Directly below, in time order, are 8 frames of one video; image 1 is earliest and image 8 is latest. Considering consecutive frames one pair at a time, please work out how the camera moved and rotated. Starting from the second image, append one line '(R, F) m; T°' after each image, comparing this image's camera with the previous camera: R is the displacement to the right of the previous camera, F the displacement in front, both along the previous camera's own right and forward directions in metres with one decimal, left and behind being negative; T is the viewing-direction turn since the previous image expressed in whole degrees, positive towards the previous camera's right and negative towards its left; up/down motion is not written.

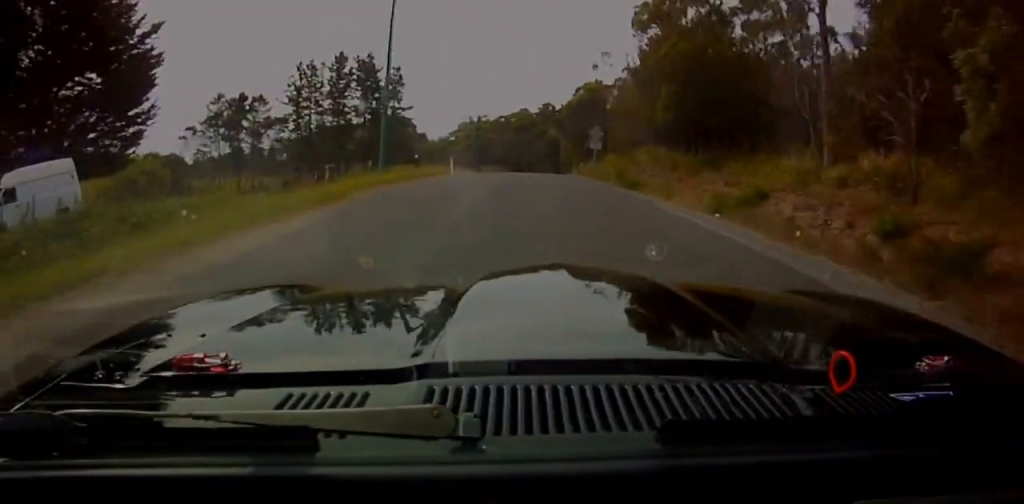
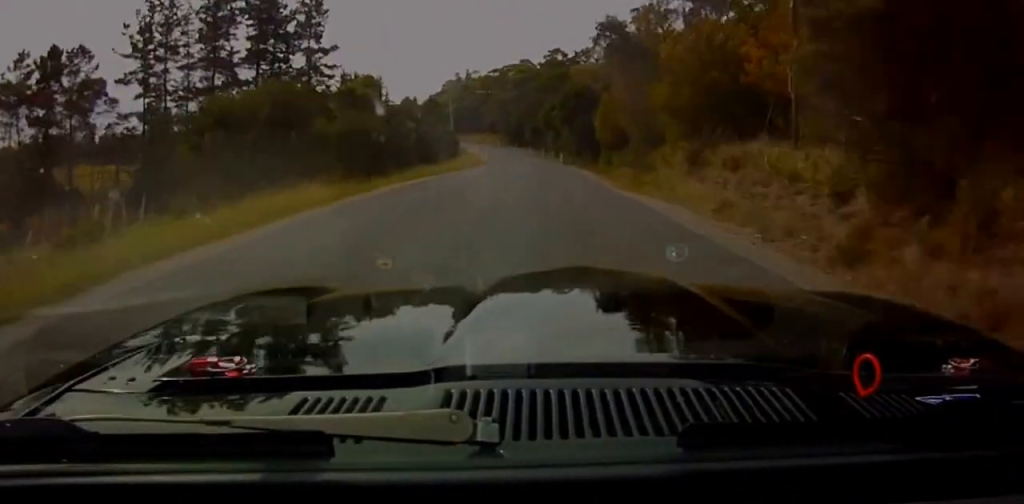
(-4.8, +44.4) m; -8°
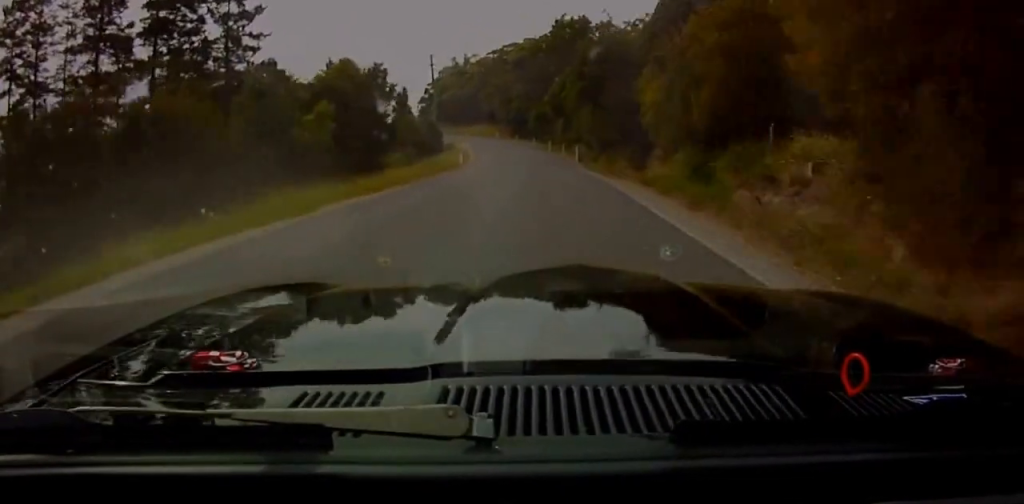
(0.0, +21.9) m; -2°
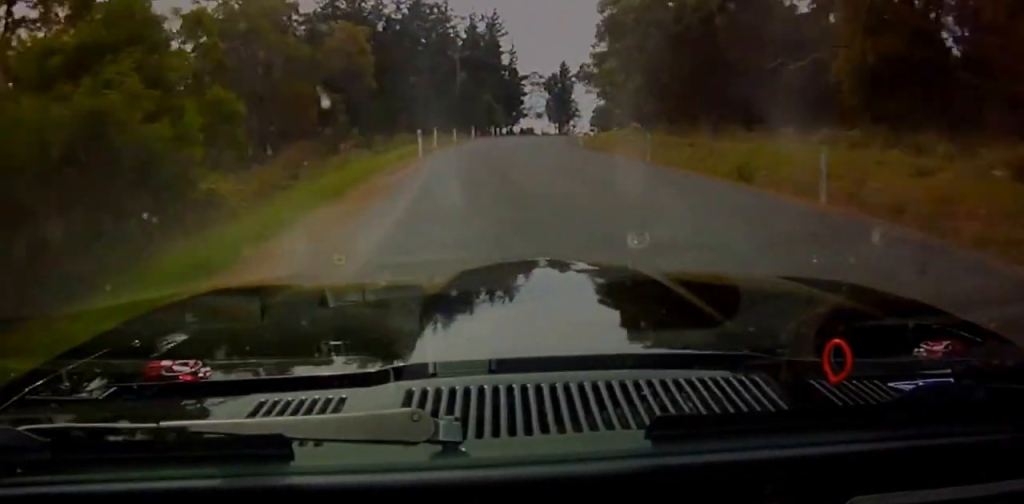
(-5.7, +99.6) m; -3°
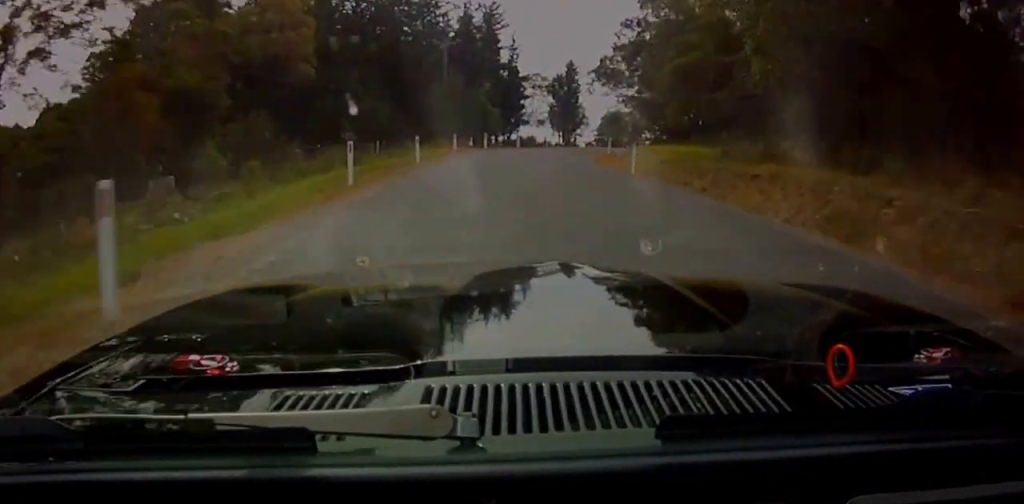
(0.0, +19.3) m; 0°
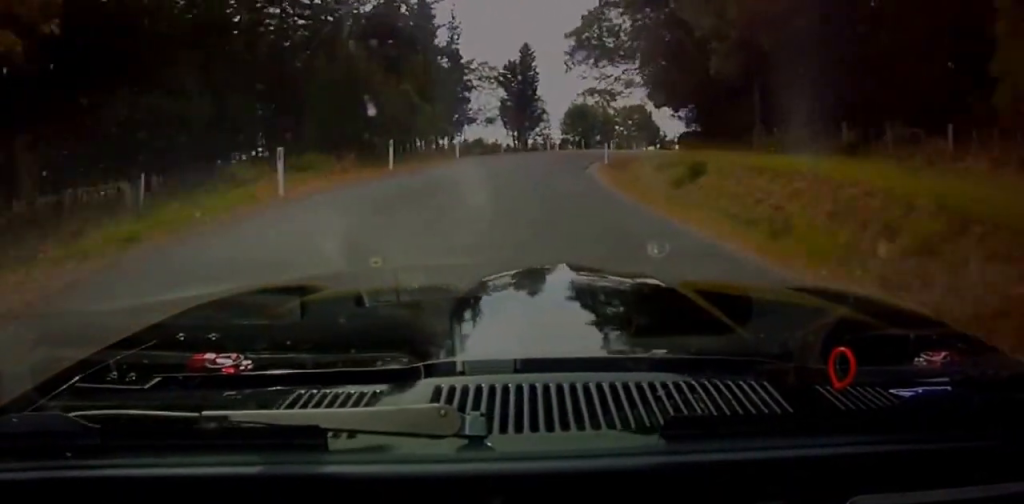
(-0.1, +22.2) m; 0°
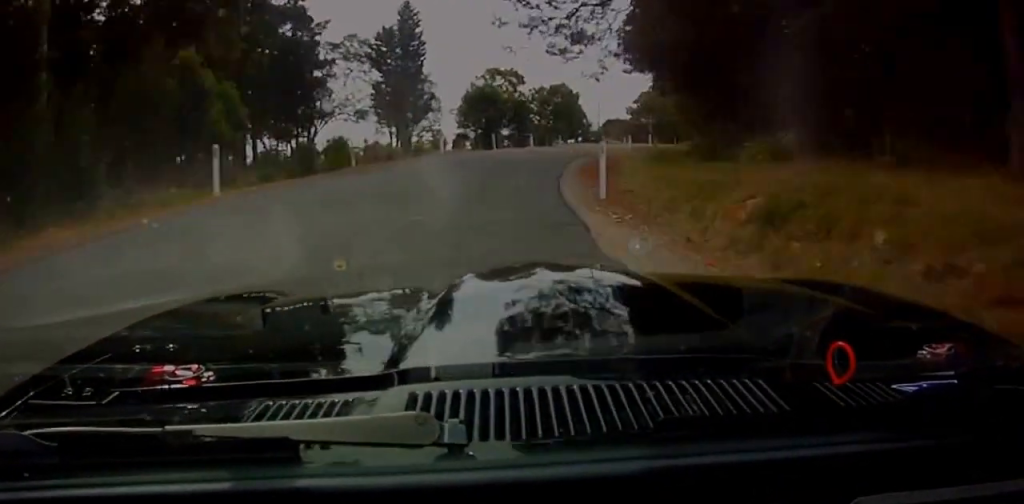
(0.0, +19.0) m; 0°
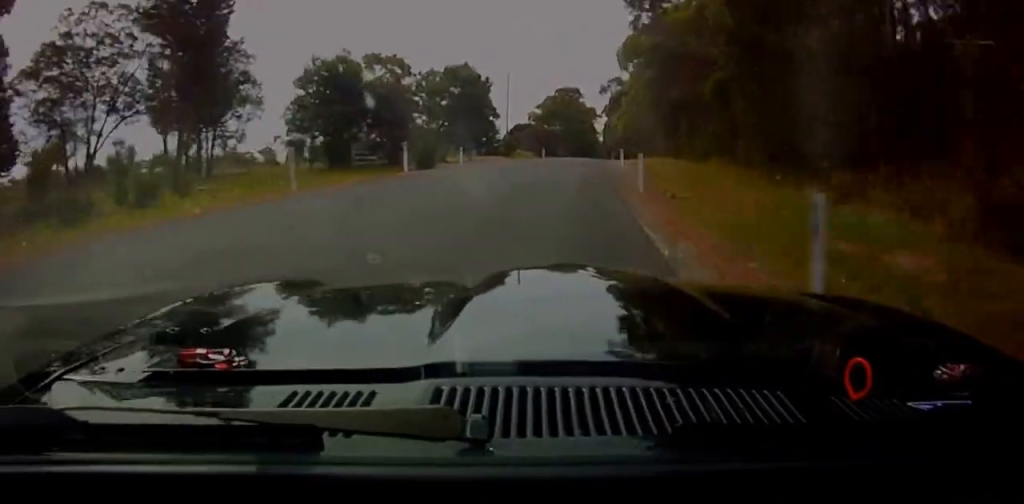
(0.0, +26.6) m; +3°
